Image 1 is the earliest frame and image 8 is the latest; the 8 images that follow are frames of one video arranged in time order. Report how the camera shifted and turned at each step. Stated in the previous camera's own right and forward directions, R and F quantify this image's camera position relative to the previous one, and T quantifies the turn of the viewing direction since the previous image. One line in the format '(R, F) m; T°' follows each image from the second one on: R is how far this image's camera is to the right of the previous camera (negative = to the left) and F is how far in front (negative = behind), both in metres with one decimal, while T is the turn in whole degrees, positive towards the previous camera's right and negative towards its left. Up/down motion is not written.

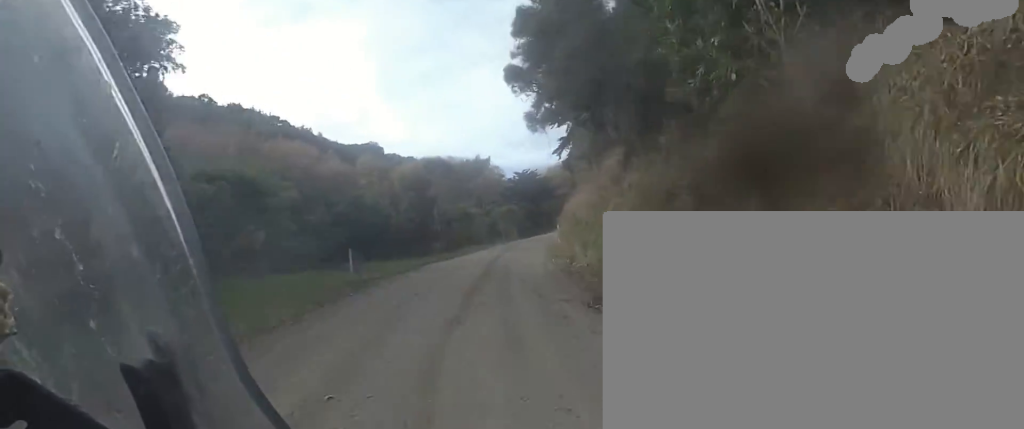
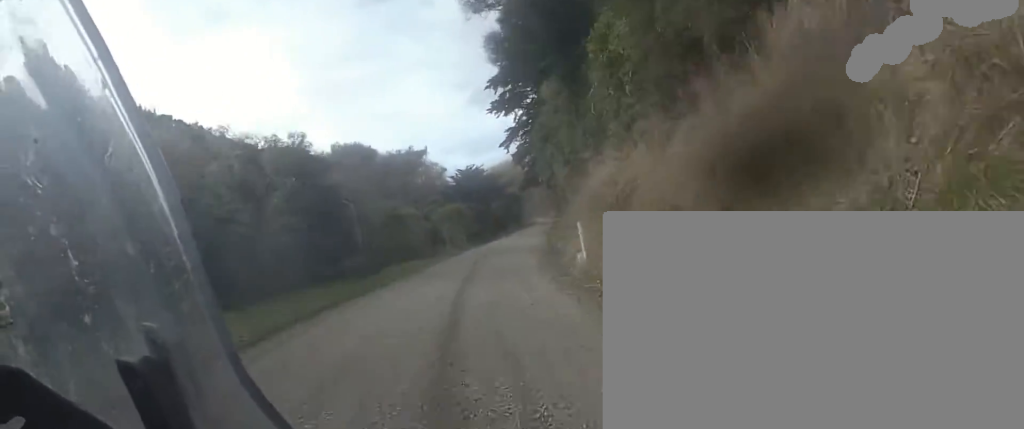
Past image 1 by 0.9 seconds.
(+1.1, +11.3) m; 0°
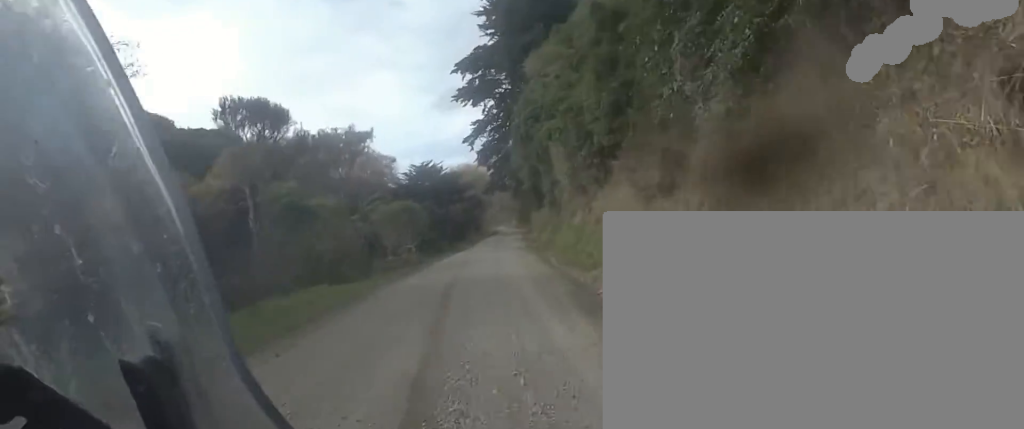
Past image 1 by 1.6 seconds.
(-1.4, +10.2) m; +2°
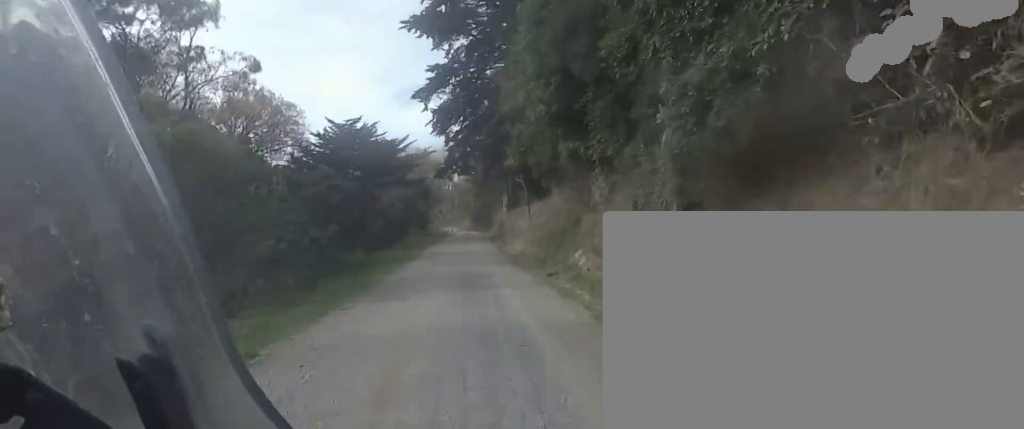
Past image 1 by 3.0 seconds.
(+2.8, +19.7) m; +11°
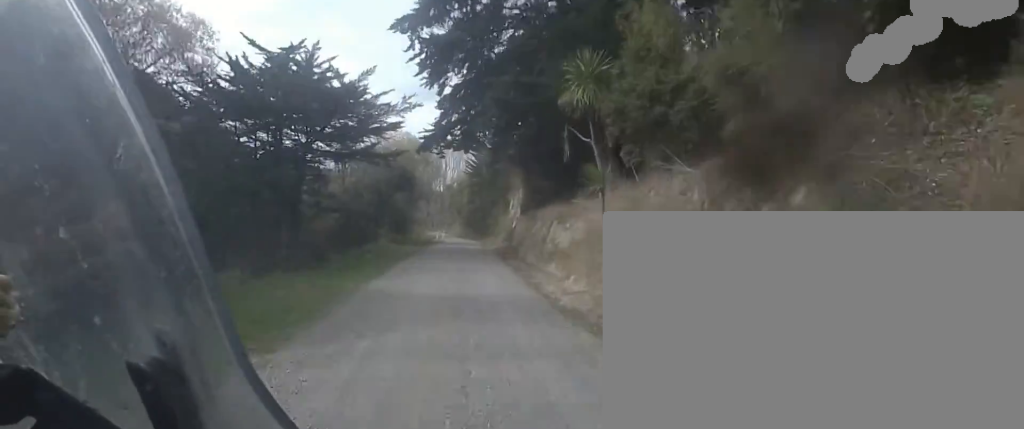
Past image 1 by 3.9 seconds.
(+0.2, +15.5) m; +2°
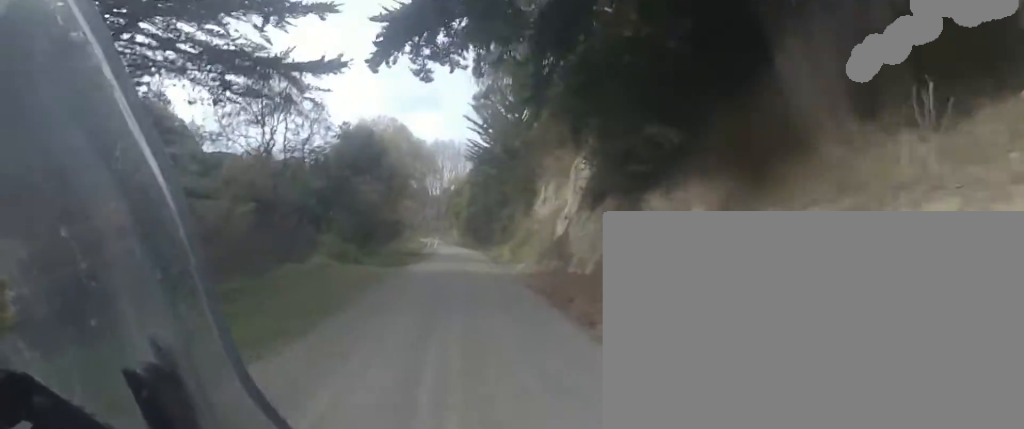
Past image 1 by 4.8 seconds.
(+0.5, +16.3) m; -2°
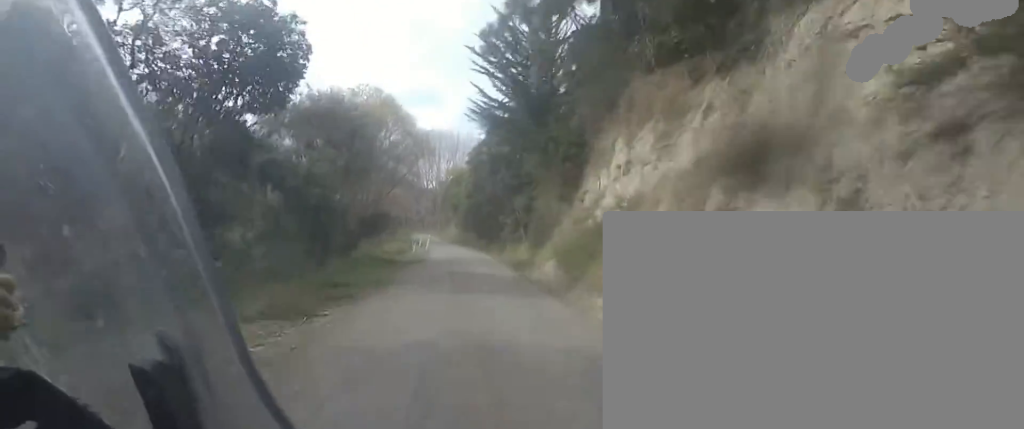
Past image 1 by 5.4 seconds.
(-0.8, +12.0) m; -2°
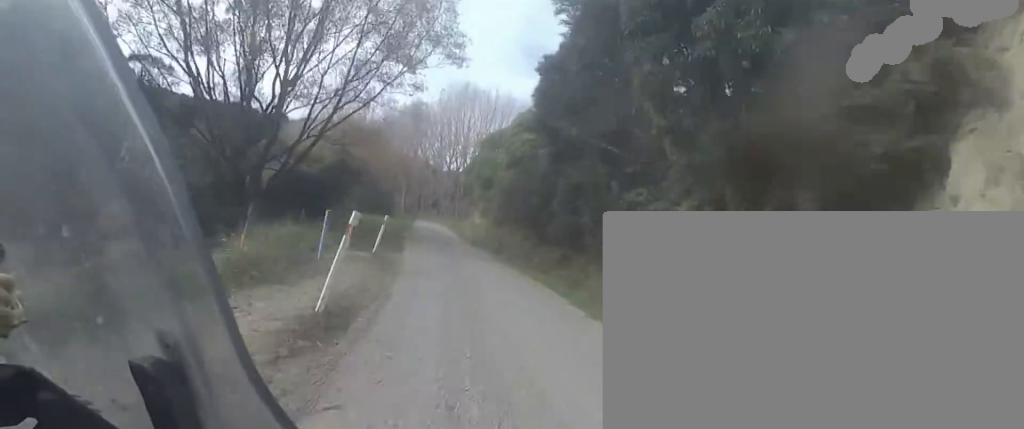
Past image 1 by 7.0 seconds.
(-0.7, +29.2) m; -1°
